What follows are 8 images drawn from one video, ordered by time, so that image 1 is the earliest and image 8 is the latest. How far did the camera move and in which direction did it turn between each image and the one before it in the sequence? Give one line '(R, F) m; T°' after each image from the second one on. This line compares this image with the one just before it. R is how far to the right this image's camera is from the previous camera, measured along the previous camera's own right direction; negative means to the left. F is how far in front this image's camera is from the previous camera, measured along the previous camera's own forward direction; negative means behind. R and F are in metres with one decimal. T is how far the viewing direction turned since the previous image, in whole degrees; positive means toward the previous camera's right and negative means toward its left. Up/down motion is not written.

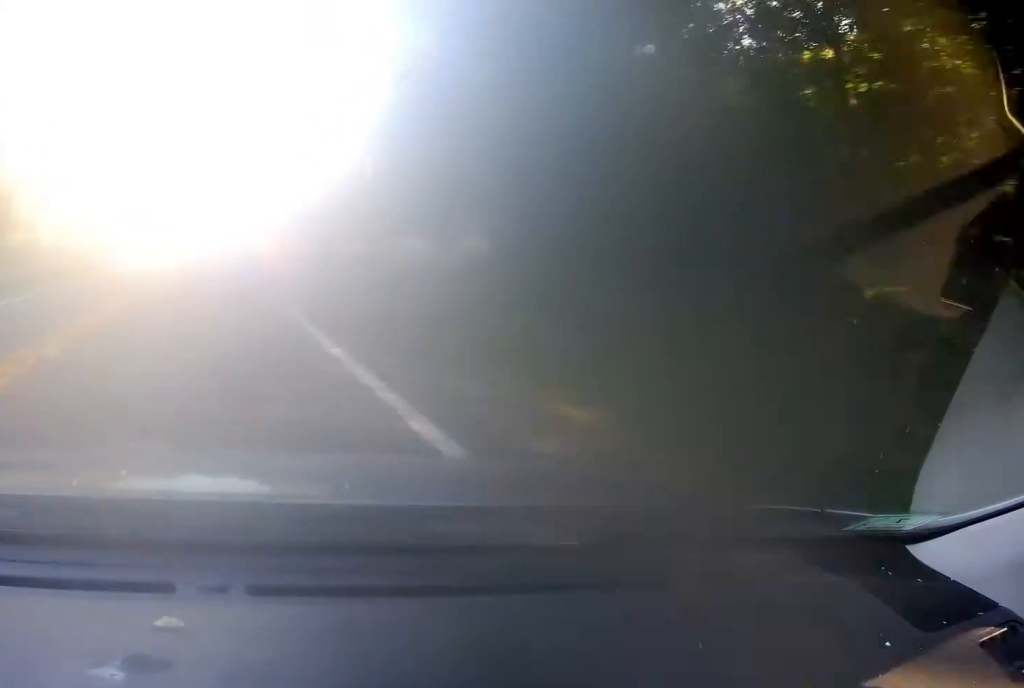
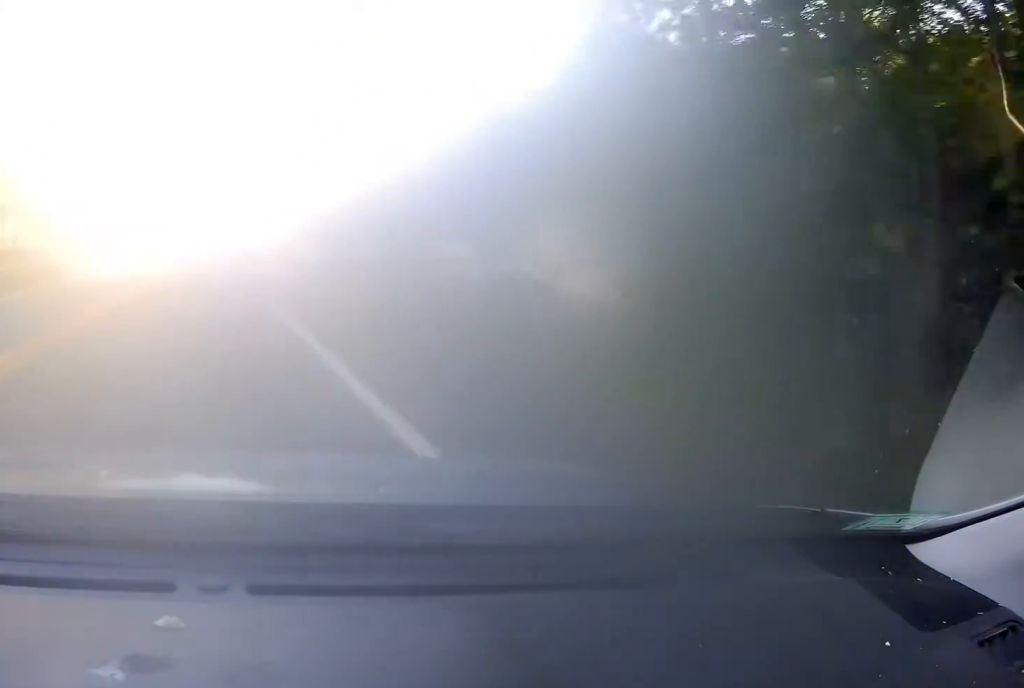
(+0.1, +12.7) m; +1°
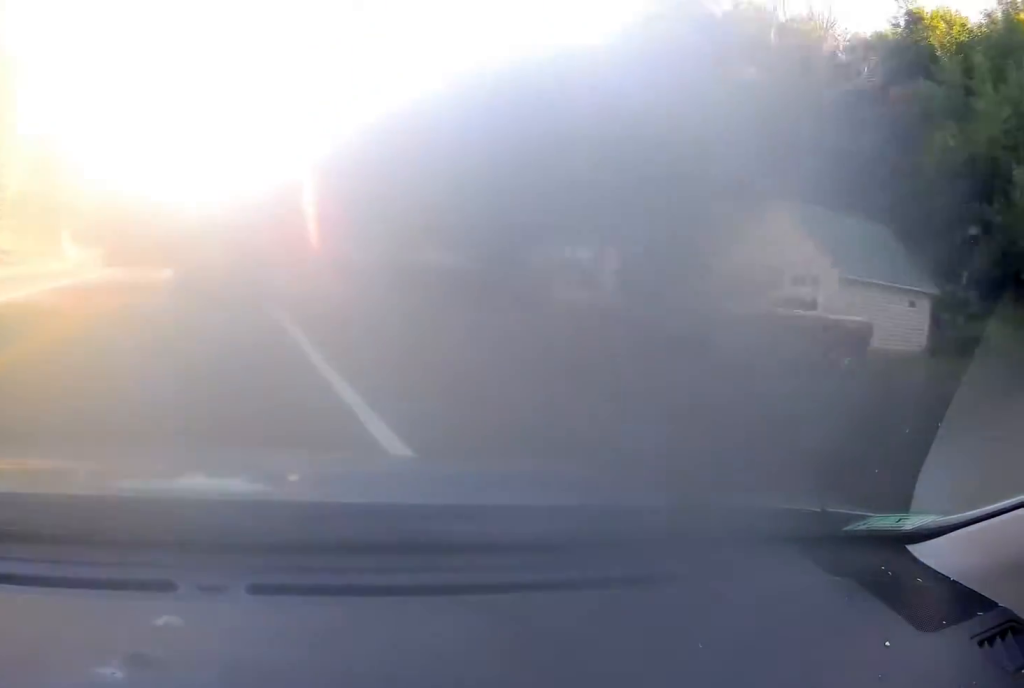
(+0.3, +18.9) m; 0°
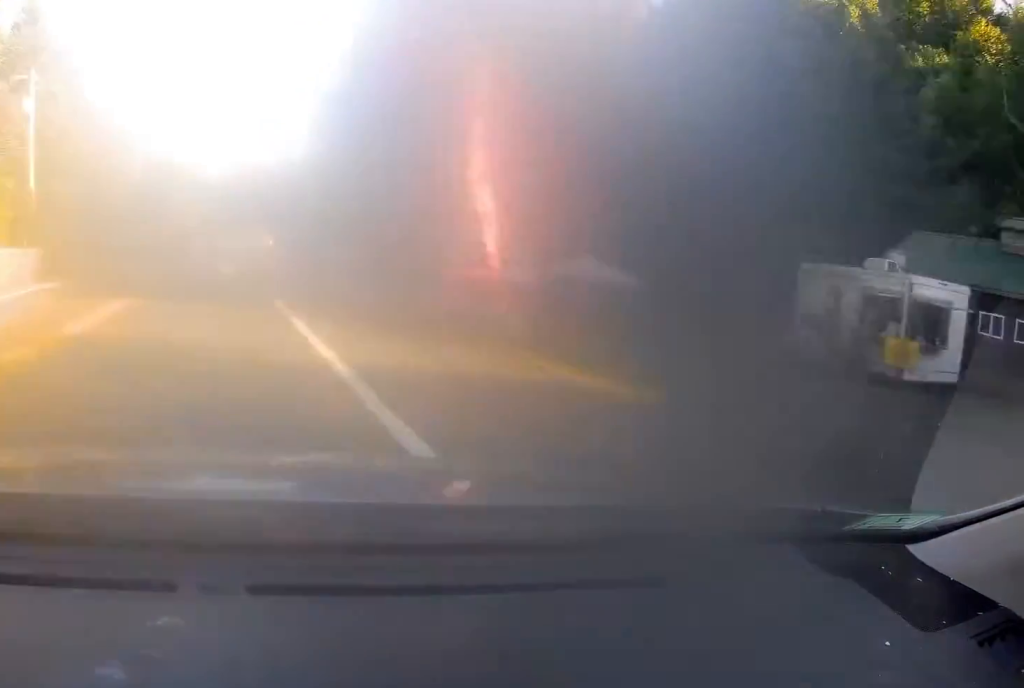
(-0.3, +18.6) m; -1°
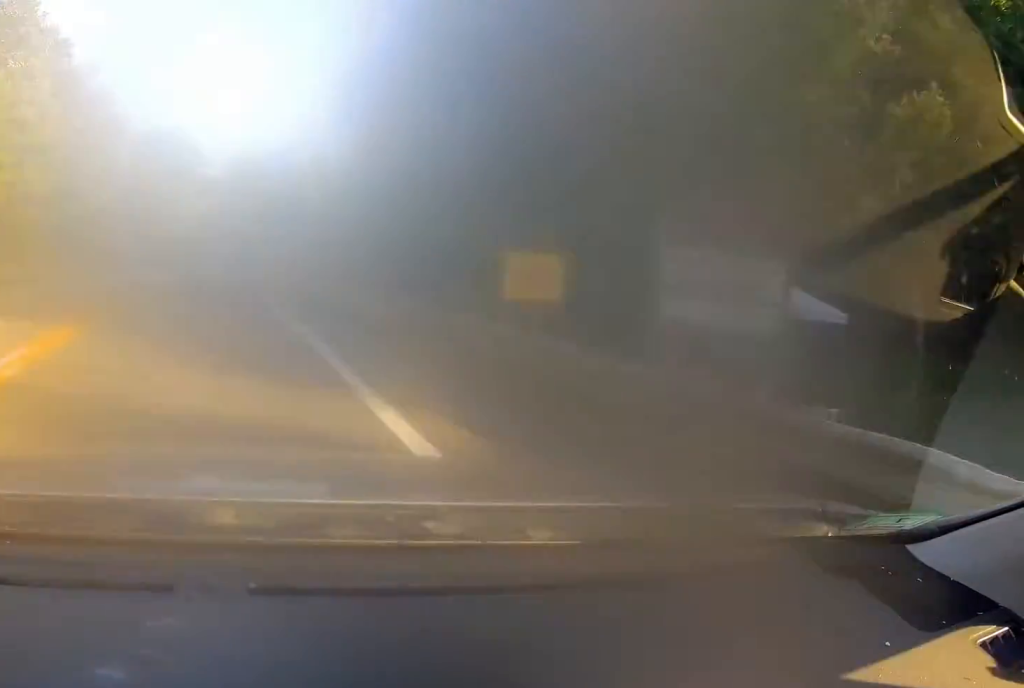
(+0.1, +11.9) m; 0°
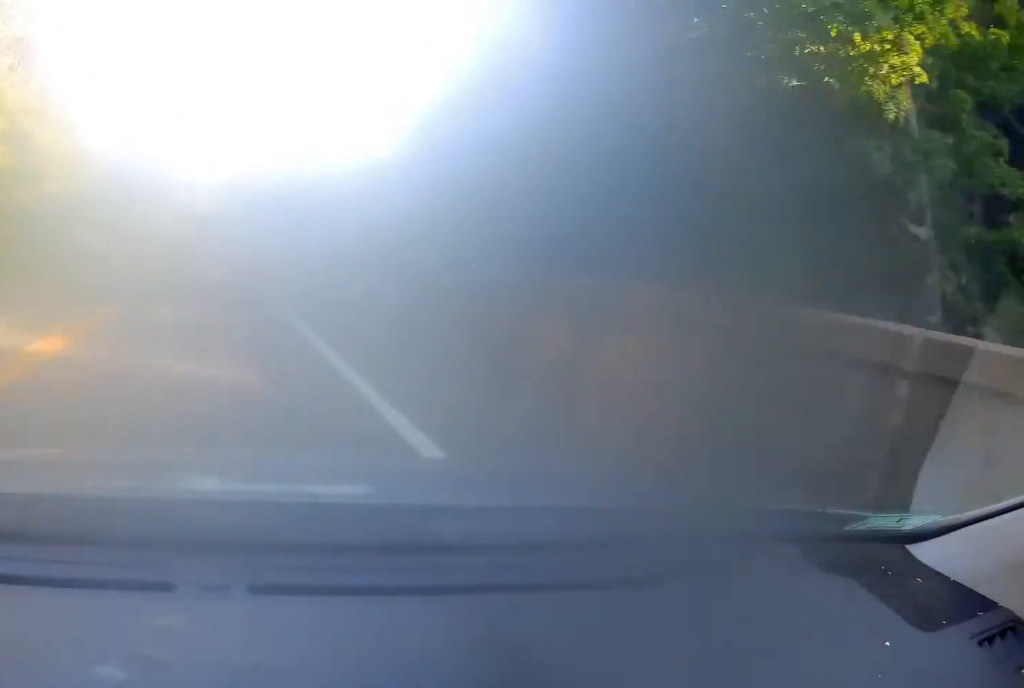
(-0.3, +20.6) m; -1°
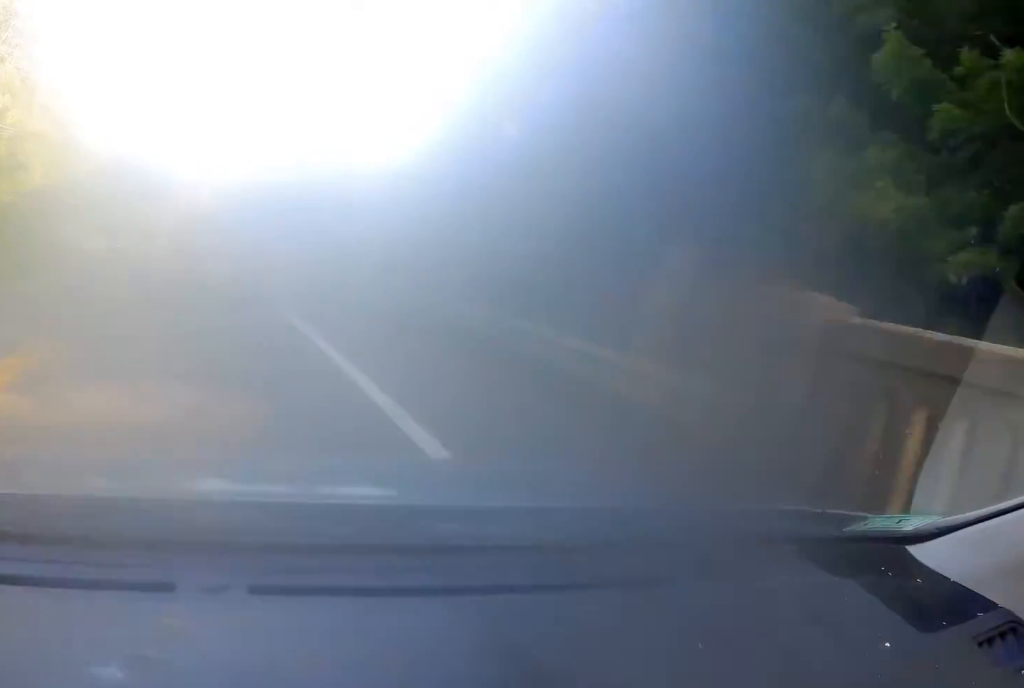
(-0.1, +9.3) m; 0°
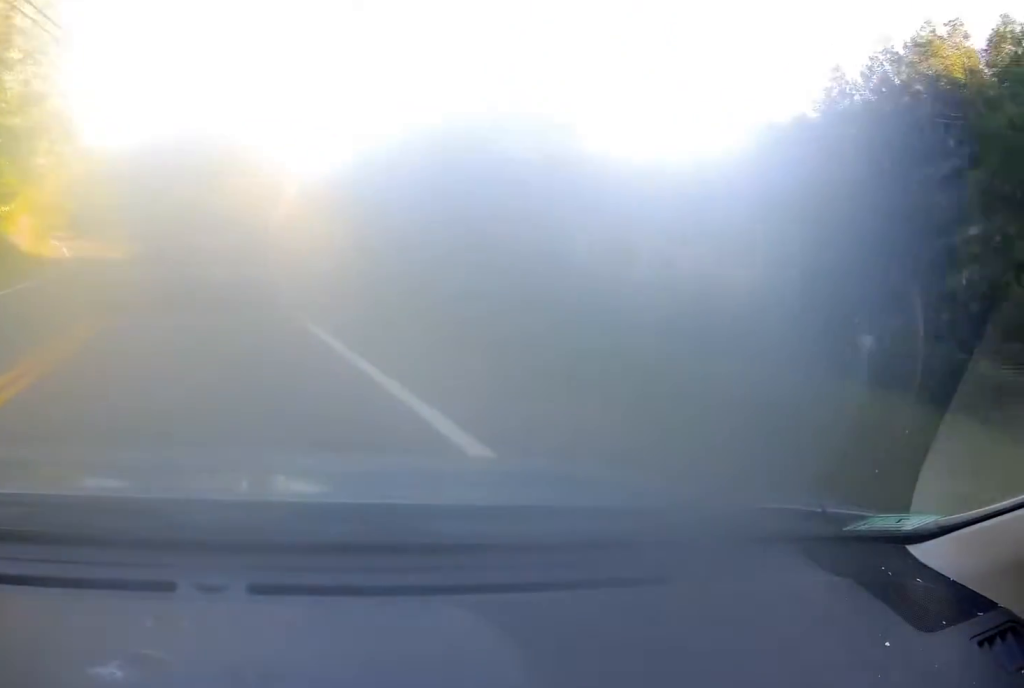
(-1.1, +46.4) m; -5°
